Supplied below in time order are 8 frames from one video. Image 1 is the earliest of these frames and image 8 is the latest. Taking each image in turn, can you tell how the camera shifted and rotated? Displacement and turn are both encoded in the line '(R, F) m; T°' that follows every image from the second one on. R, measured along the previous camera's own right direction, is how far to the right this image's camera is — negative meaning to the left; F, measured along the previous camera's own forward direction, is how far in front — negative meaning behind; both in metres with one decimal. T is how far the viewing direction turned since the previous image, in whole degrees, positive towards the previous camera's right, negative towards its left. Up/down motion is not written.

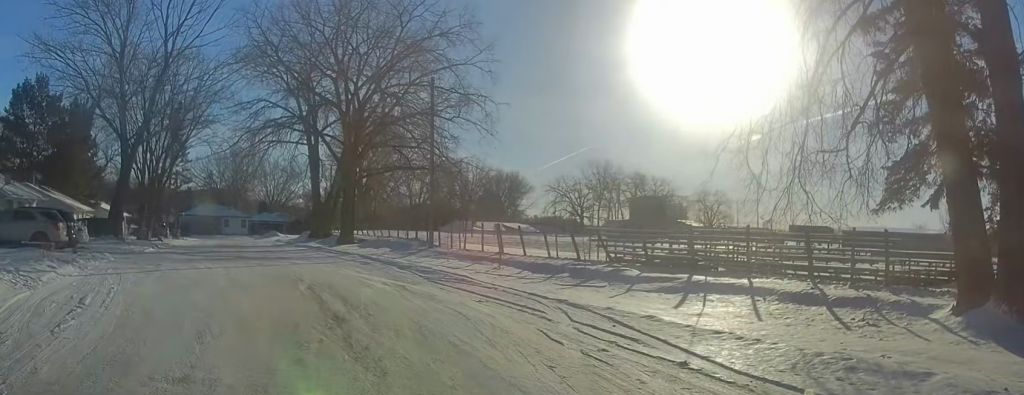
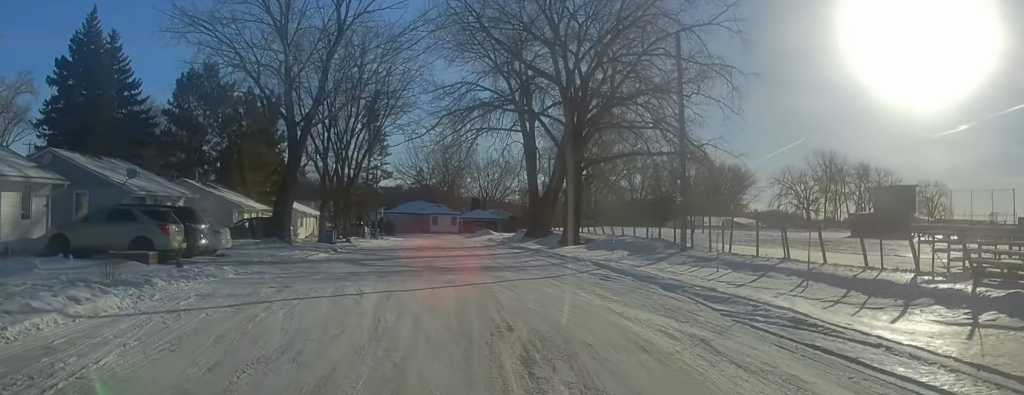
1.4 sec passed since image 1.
(-1.8, +8.0) m; -16°
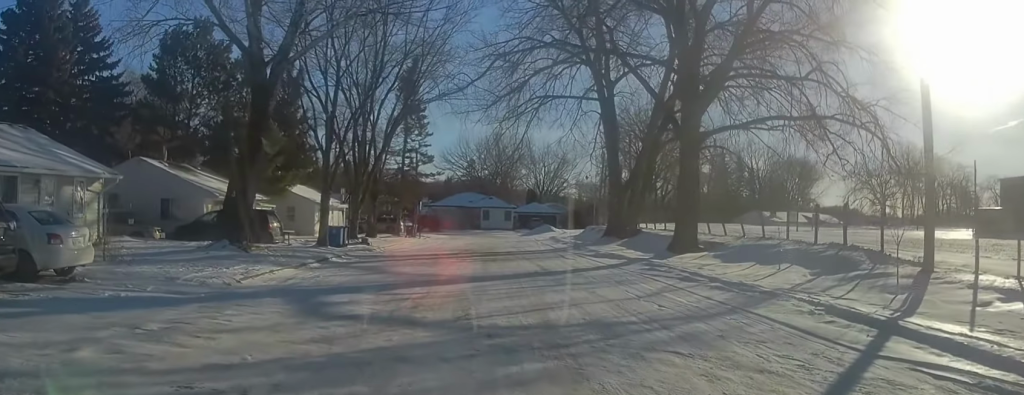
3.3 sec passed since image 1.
(-0.5, +13.4) m; -4°
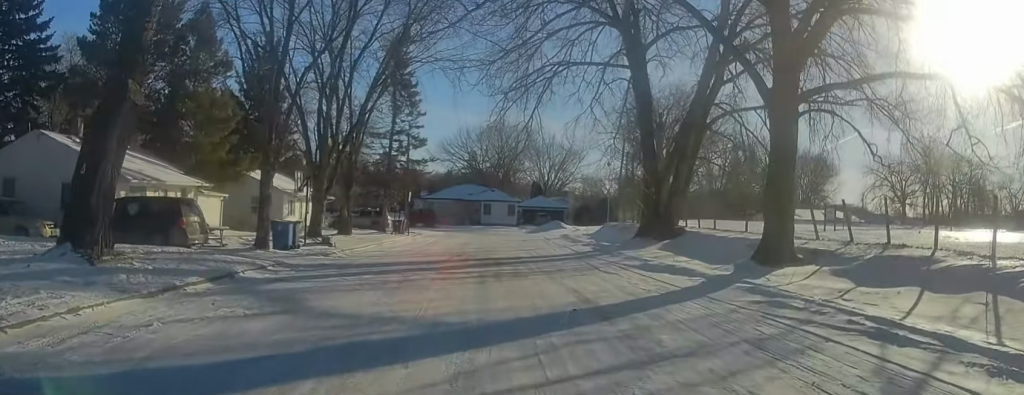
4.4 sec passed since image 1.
(-0.2, +9.0) m; -1°
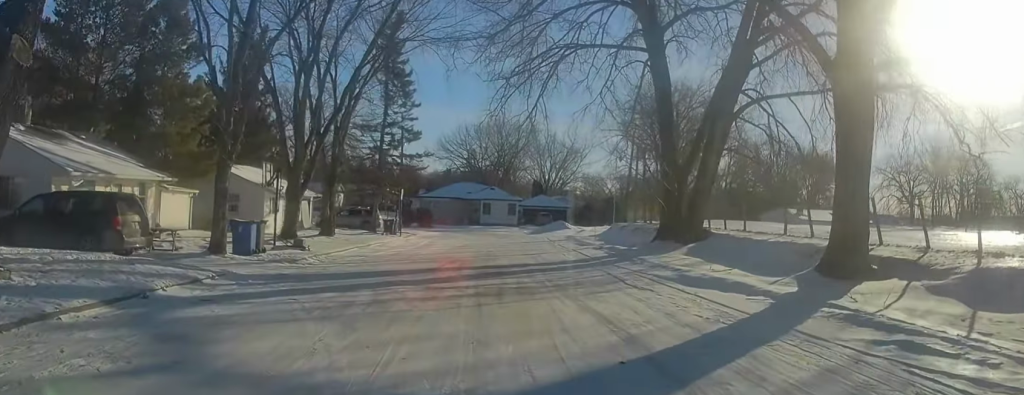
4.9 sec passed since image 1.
(0.0, +4.1) m; 0°
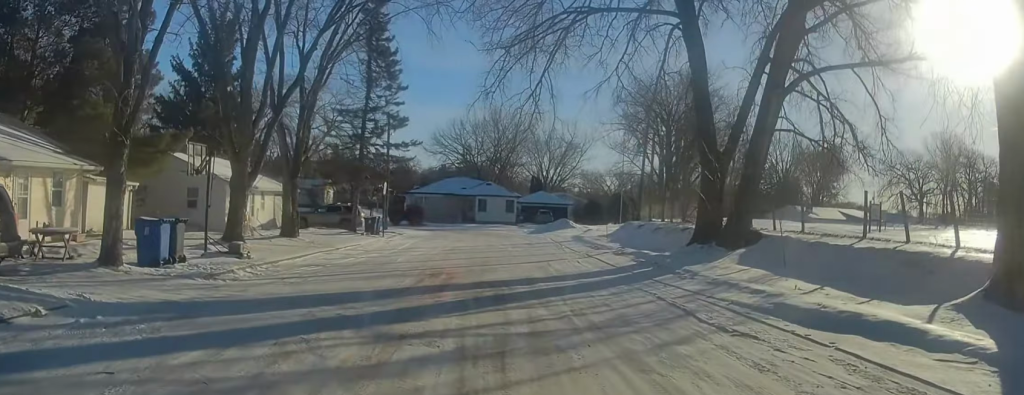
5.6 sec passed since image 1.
(0.0, +5.9) m; 0°
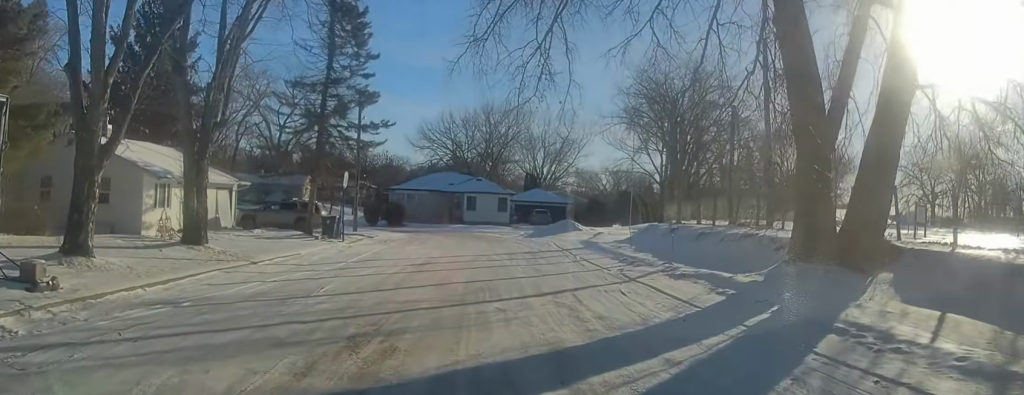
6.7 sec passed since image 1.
(0.0, +8.6) m; +3°
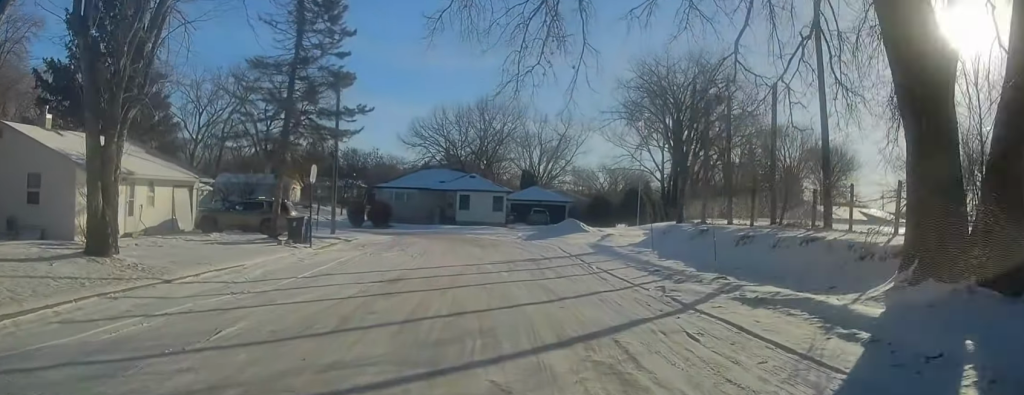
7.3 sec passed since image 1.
(+0.3, +4.9) m; 0°
